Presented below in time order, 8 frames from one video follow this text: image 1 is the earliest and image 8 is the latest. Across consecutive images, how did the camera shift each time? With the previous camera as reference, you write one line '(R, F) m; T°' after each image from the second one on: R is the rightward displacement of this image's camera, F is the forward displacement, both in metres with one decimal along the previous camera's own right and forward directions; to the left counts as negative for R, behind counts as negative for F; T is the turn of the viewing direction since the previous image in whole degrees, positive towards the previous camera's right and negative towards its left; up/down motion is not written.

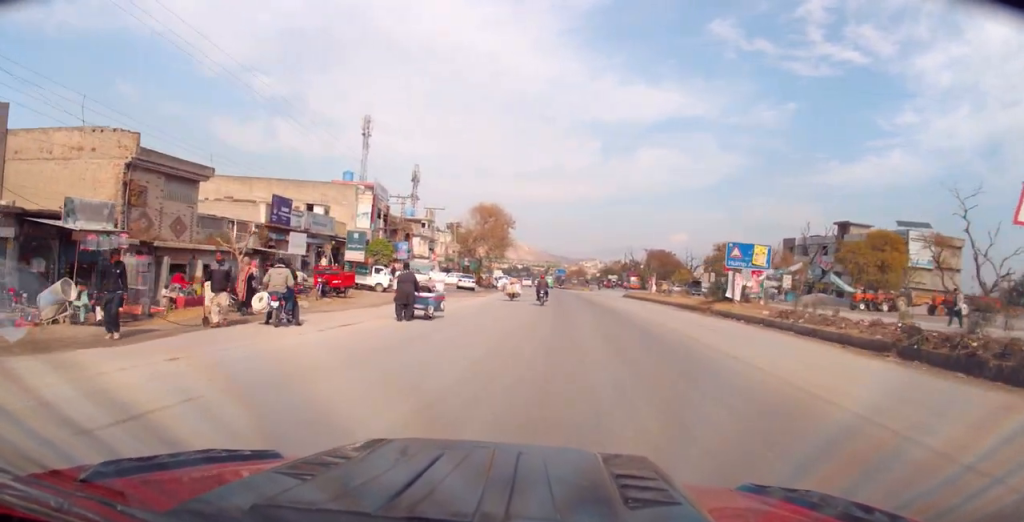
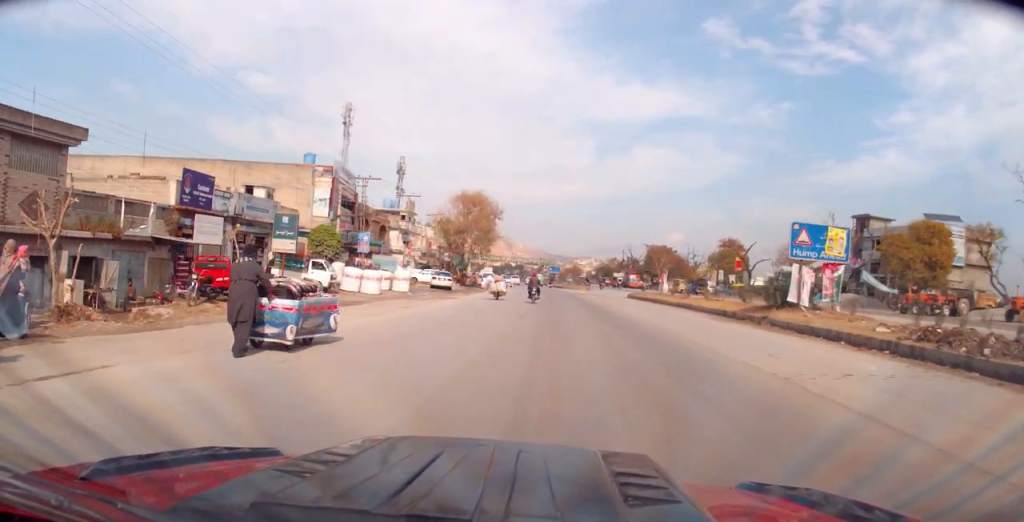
(0.0, +9.7) m; 0°
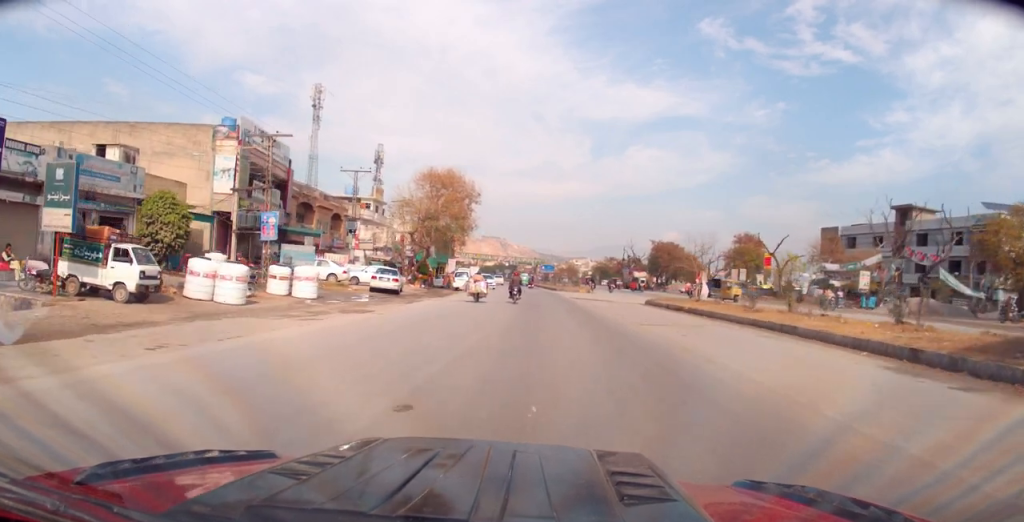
(-0.1, +14.9) m; 0°
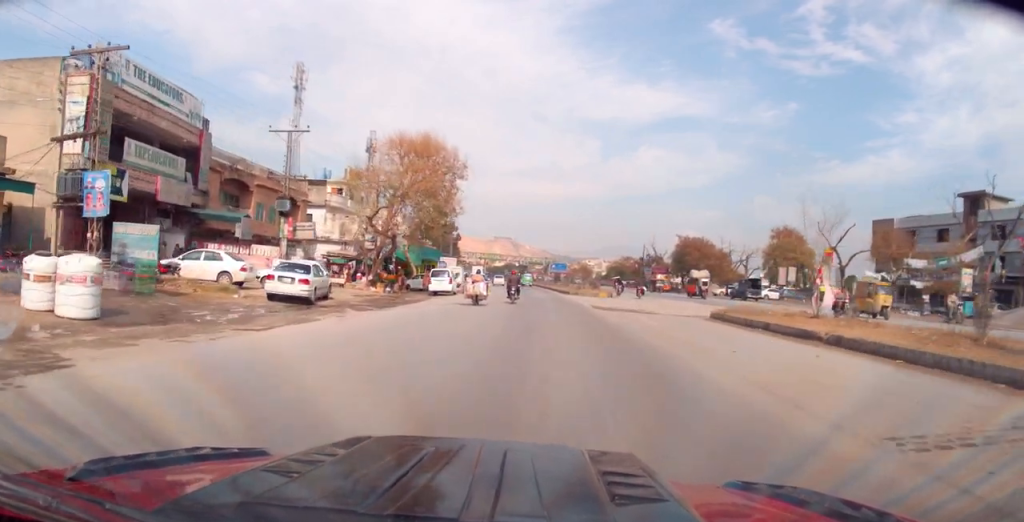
(0.0, +14.4) m; 0°
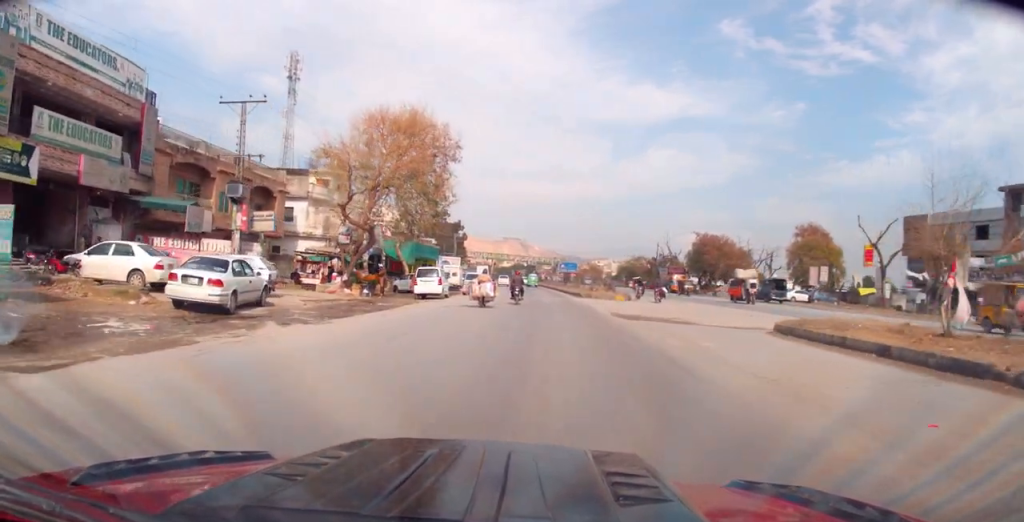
(0.0, +6.4) m; 0°
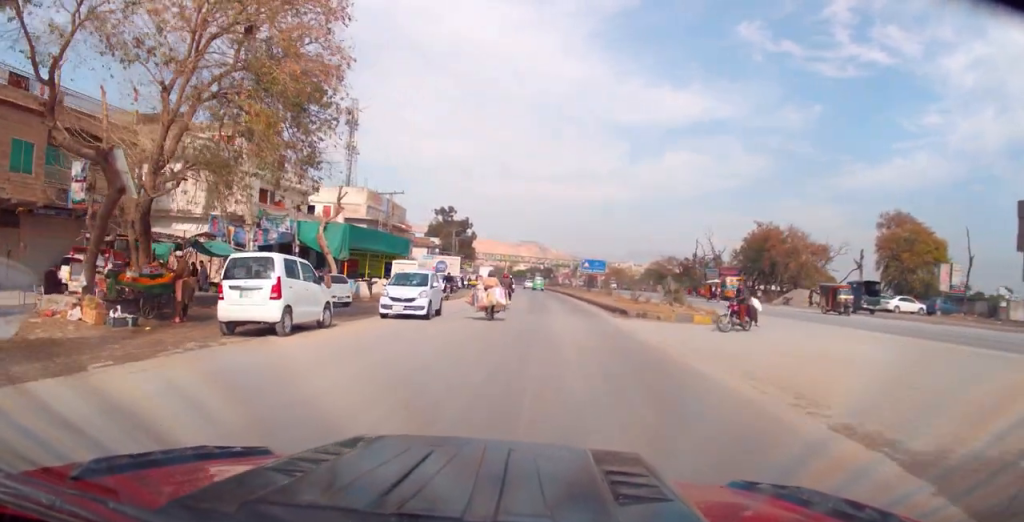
(-0.2, +21.2) m; -3°
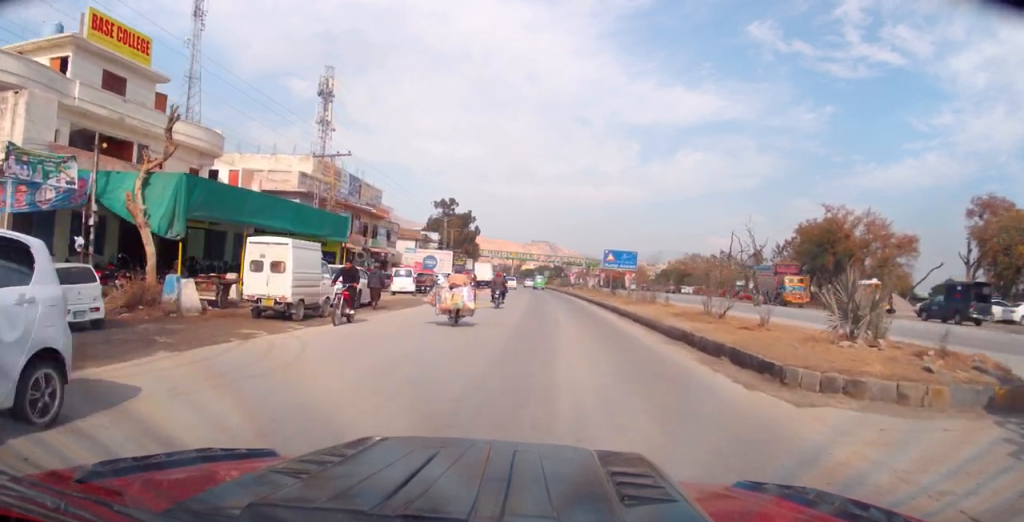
(-0.5, +16.3) m; -1°
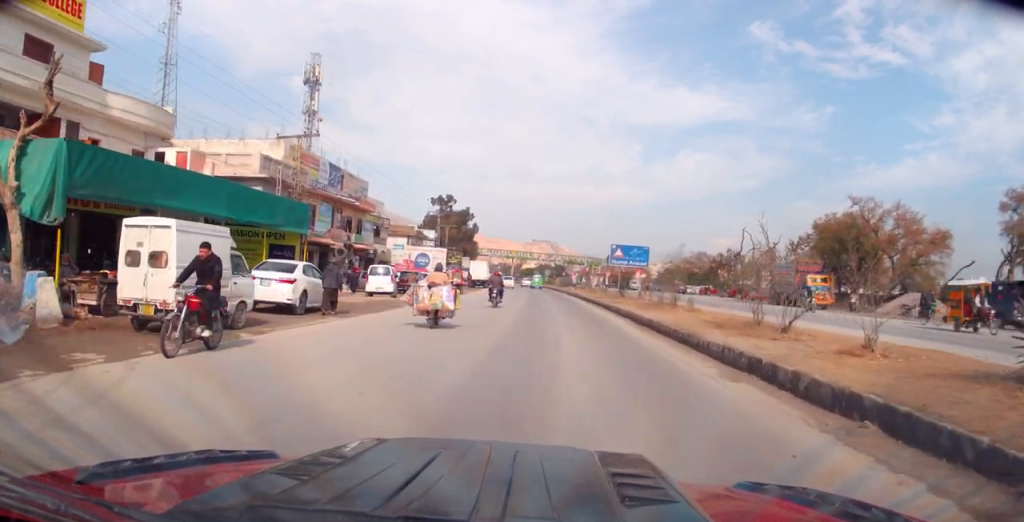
(-0.1, +5.3) m; +1°
